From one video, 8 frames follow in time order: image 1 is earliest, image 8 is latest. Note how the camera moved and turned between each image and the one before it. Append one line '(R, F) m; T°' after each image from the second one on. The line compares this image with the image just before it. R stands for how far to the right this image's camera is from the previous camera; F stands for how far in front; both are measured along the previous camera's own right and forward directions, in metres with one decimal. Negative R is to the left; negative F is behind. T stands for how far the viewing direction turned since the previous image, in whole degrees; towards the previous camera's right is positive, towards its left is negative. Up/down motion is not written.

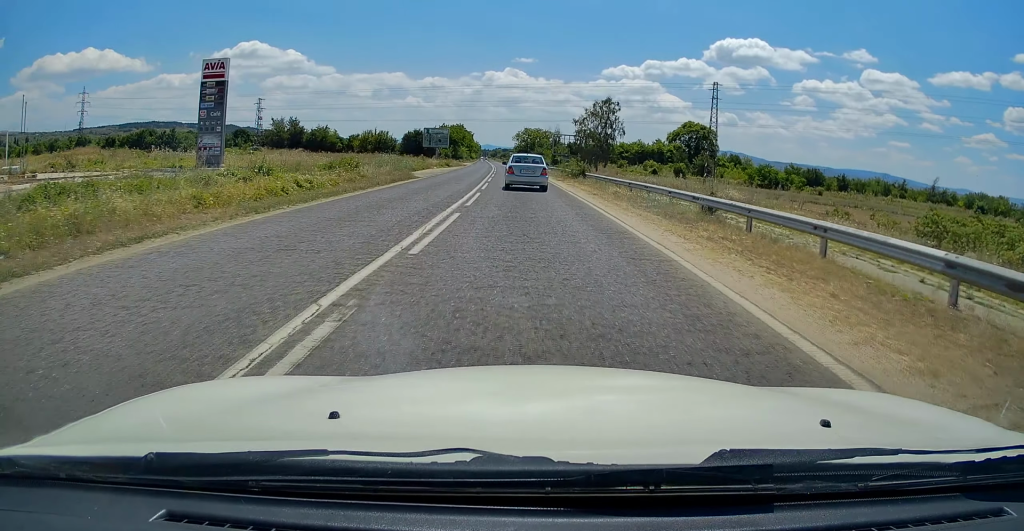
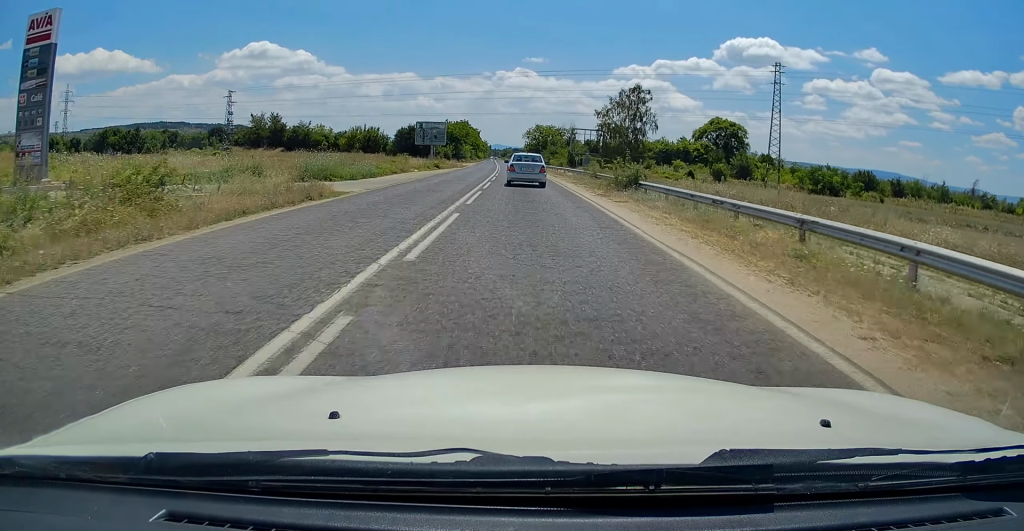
(-0.2, +17.1) m; -1°
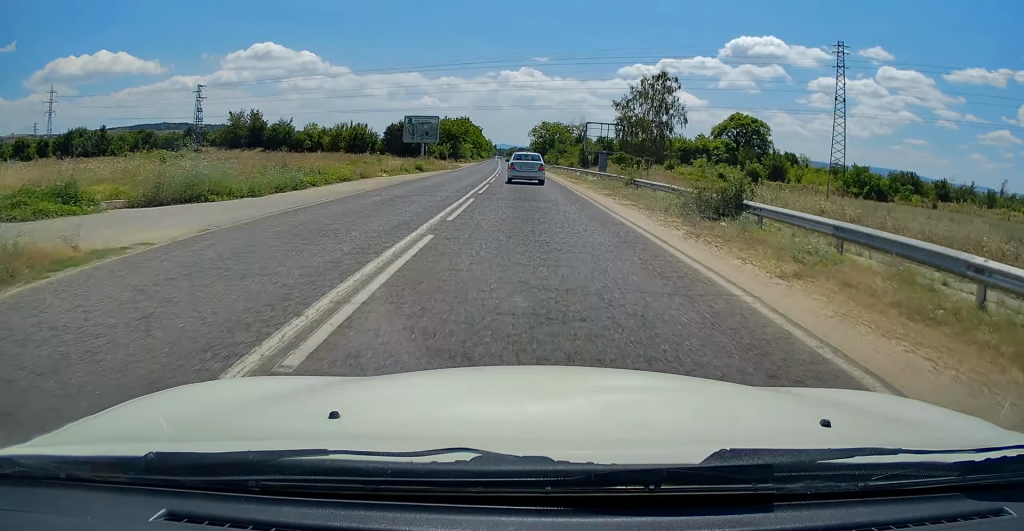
(-0.1, +12.5) m; -1°
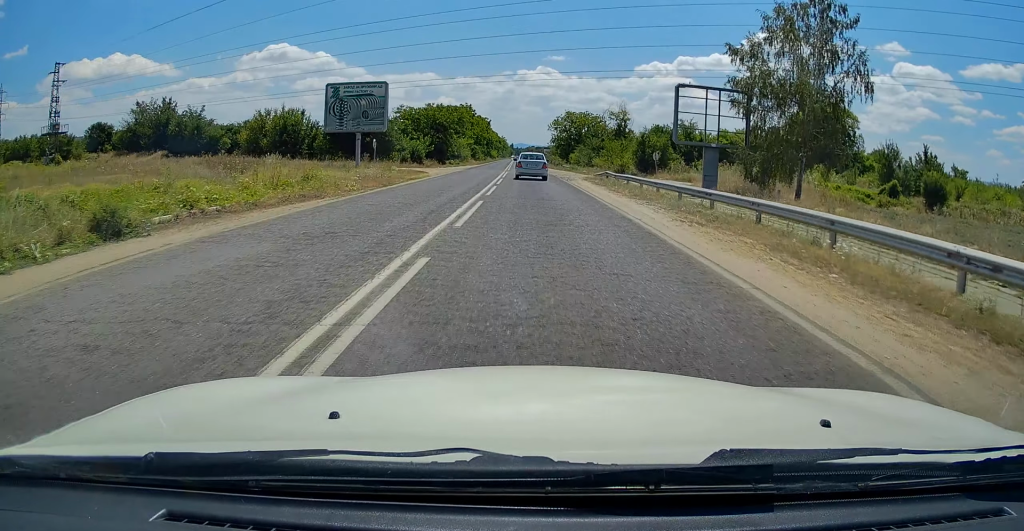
(-0.6, +37.2) m; -1°
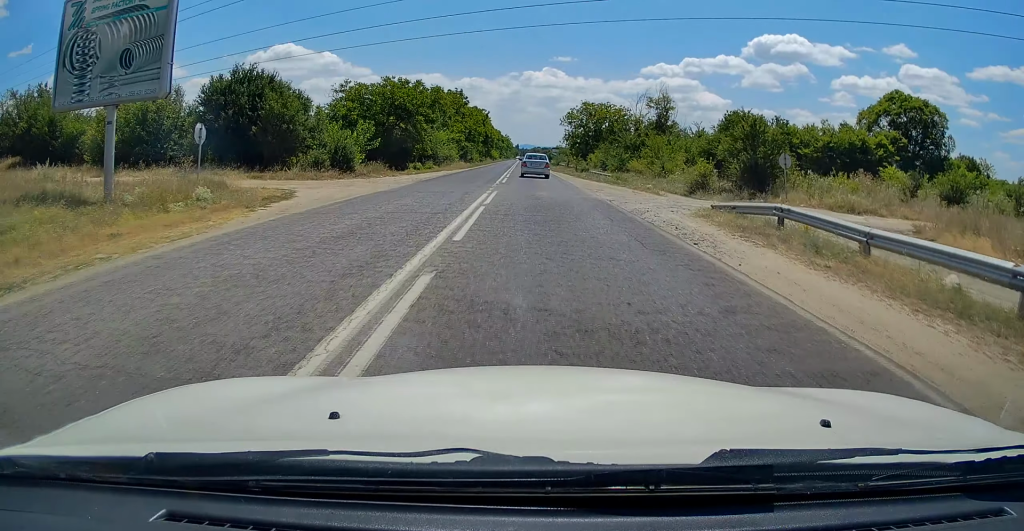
(+0.1, +27.8) m; -1°
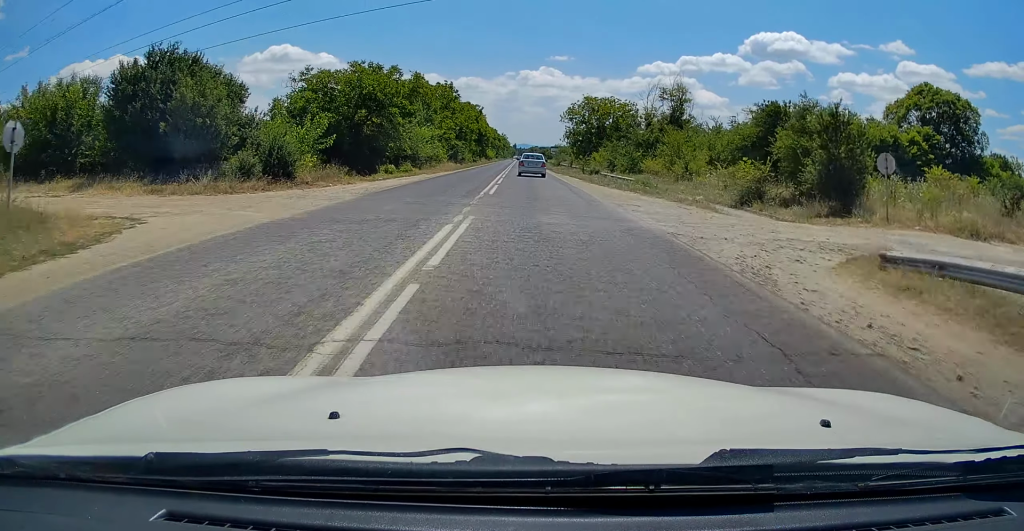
(-0.1, +9.5) m; 0°
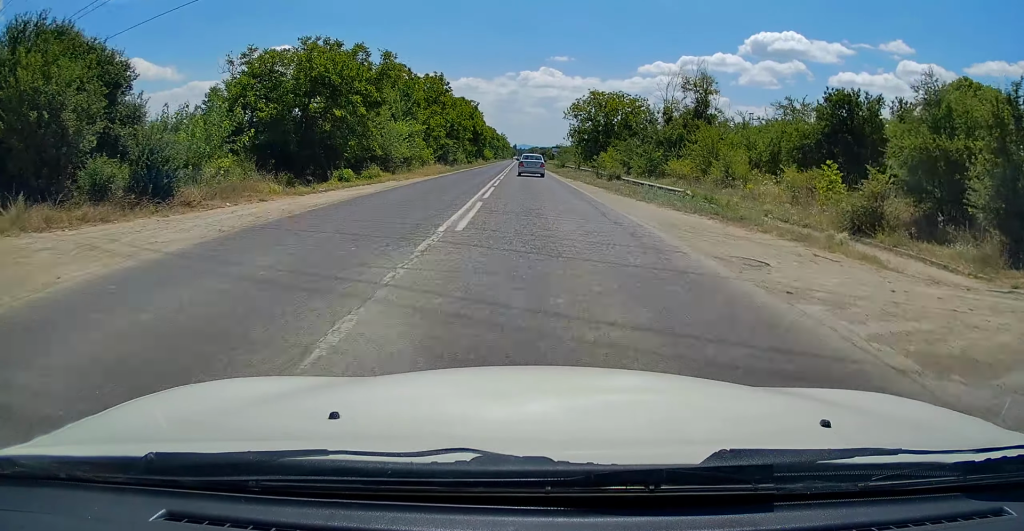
(-0.2, +9.8) m; 0°
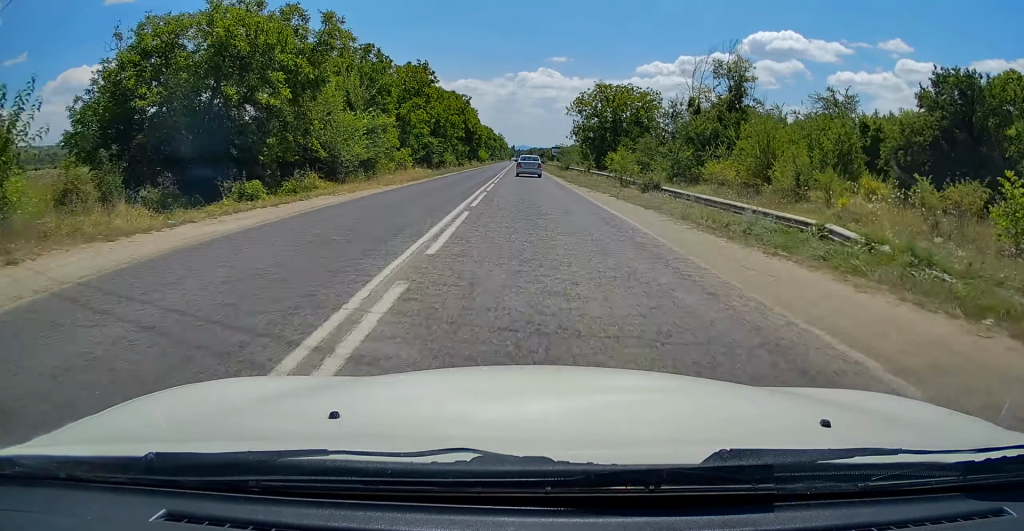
(-0.1, +10.3) m; 0°
